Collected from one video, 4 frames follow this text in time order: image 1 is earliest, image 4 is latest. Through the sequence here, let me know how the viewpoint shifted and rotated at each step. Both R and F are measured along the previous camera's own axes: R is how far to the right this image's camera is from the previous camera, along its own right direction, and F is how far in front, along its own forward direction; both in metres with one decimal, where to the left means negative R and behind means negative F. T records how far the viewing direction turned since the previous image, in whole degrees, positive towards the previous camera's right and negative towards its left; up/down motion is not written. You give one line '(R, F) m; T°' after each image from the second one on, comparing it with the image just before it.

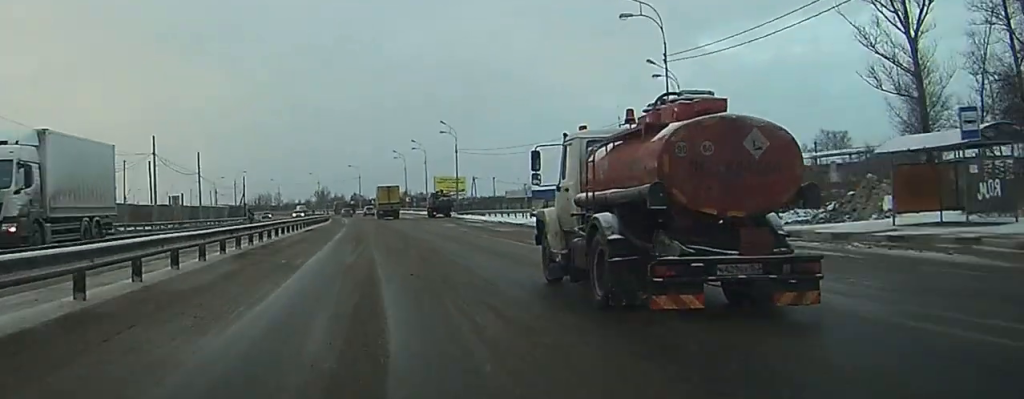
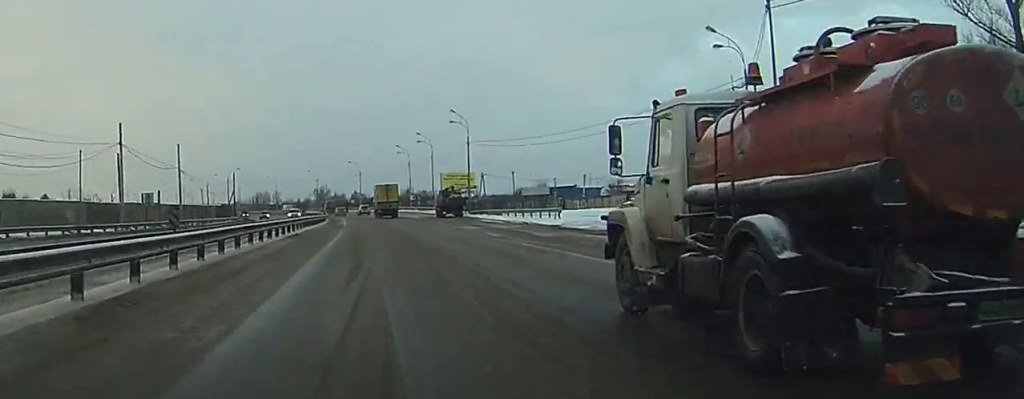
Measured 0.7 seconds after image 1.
(0.0, +12.0) m; 0°
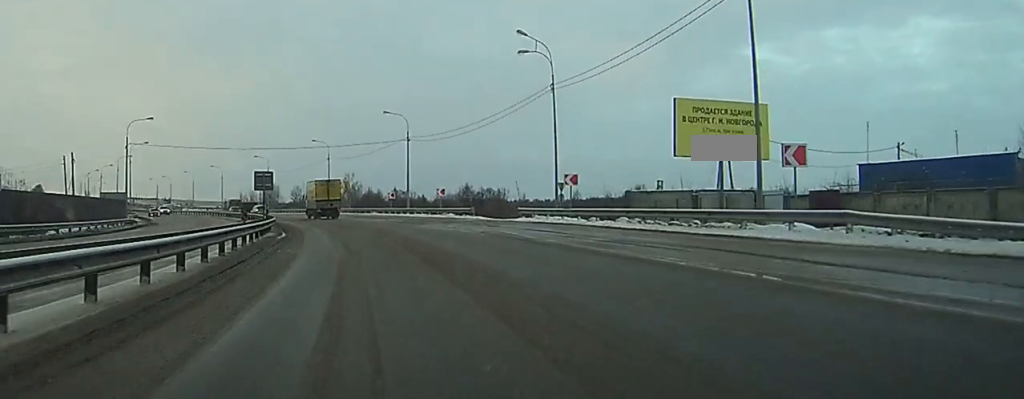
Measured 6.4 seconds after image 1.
(-1.4, +105.2) m; -2°
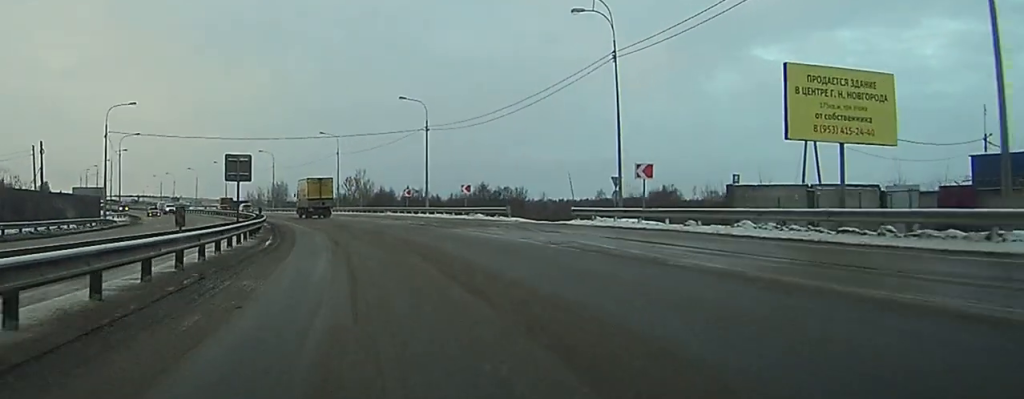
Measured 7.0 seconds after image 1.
(-0.1, +11.9) m; -1°
